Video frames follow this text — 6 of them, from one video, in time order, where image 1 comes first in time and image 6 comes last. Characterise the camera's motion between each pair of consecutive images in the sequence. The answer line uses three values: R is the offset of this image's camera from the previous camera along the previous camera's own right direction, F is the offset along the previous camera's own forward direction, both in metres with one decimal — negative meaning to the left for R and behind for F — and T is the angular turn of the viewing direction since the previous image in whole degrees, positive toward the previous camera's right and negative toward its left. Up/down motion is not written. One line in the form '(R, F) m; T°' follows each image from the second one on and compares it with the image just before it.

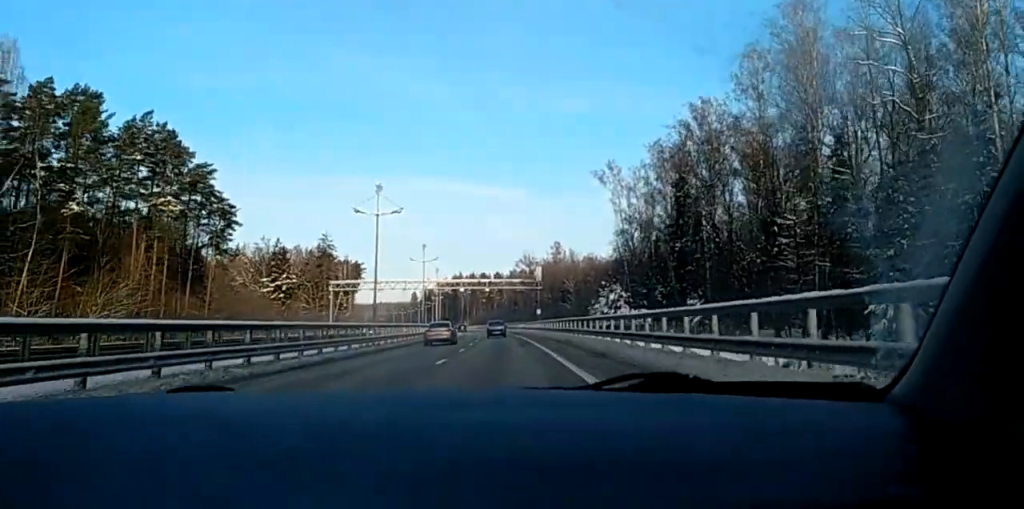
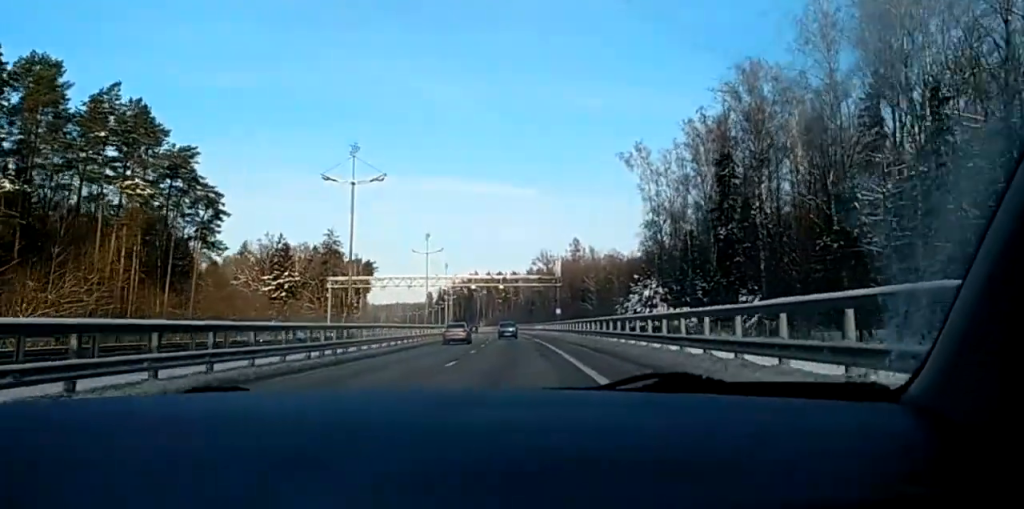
(-0.1, +13.2) m; -1°
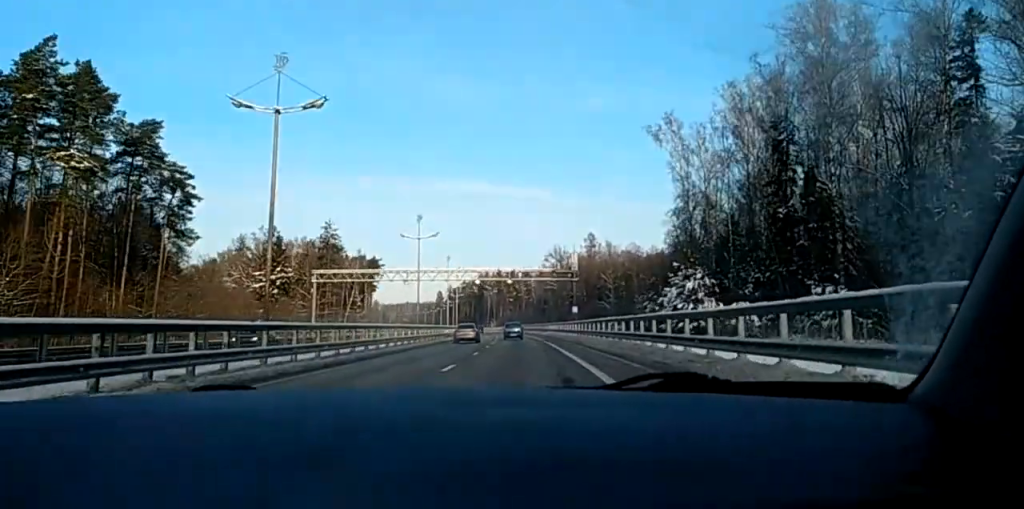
(-0.1, +14.3) m; 0°
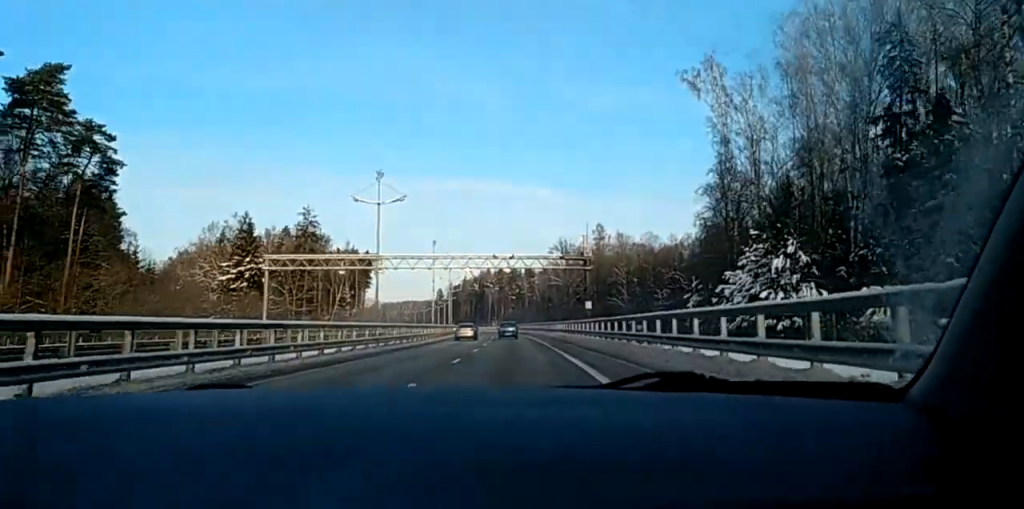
(0.0, +20.5) m; 0°
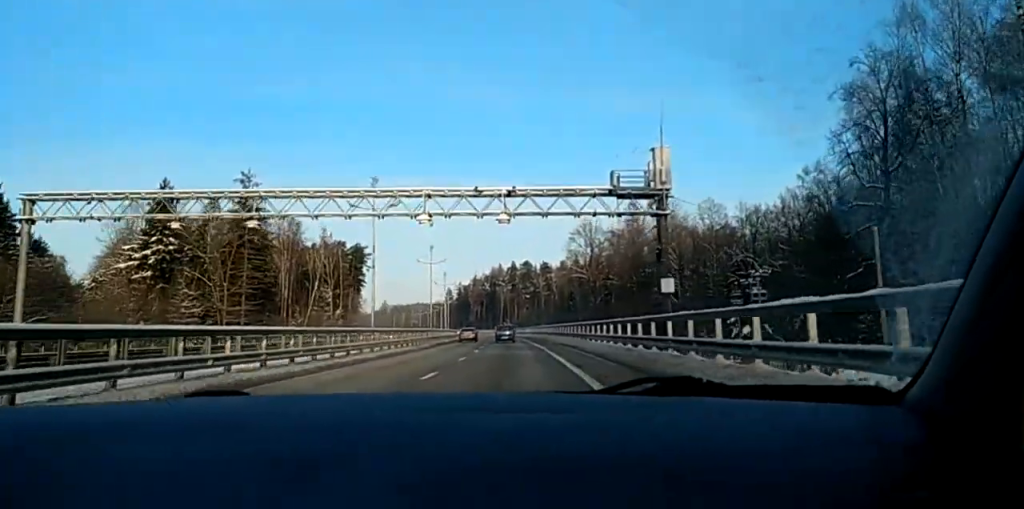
(-0.3, +43.2) m; -2°
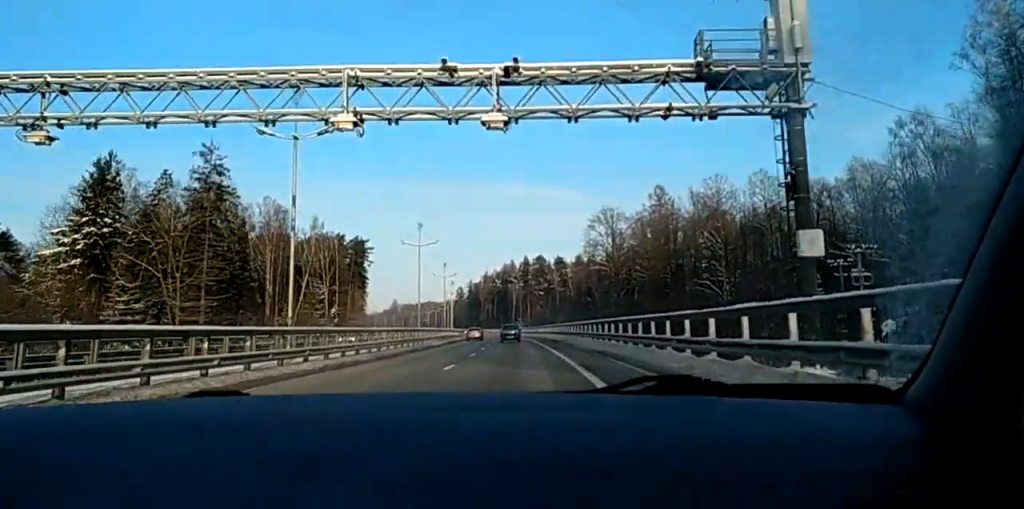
(-0.4, +19.6) m; -1°
